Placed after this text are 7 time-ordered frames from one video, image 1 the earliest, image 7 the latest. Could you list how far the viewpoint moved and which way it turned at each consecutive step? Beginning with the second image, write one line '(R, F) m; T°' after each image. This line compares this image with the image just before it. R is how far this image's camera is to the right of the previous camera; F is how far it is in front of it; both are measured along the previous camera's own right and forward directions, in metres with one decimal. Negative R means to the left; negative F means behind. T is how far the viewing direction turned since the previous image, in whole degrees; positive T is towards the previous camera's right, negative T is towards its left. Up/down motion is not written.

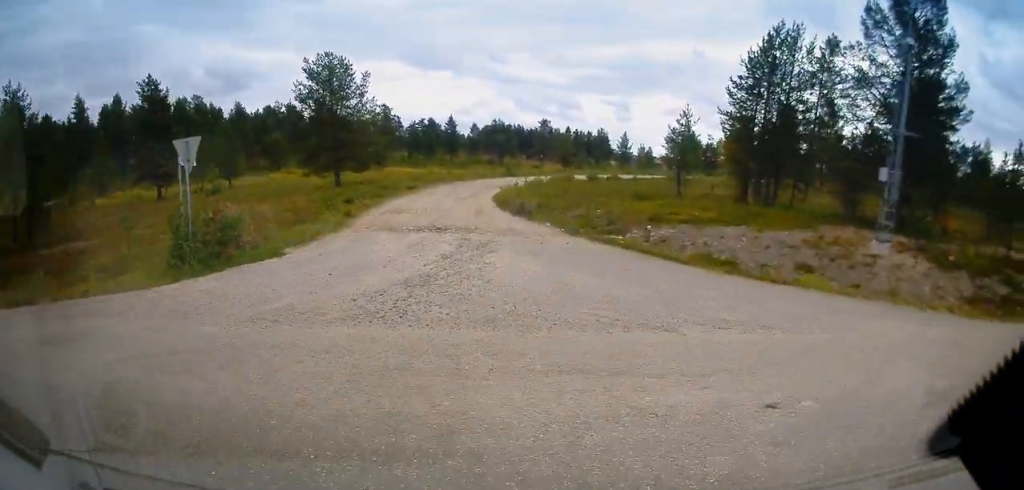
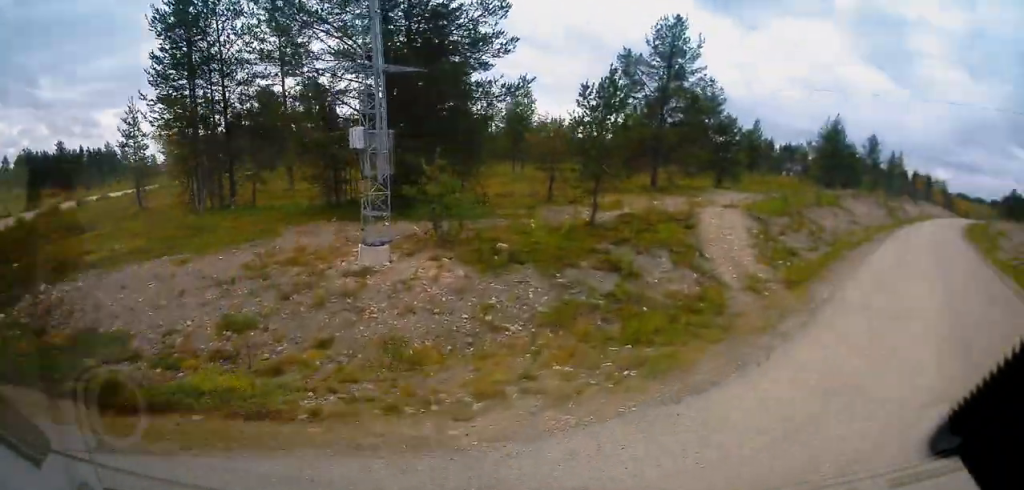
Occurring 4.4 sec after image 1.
(+5.5, +12.2) m; +33°
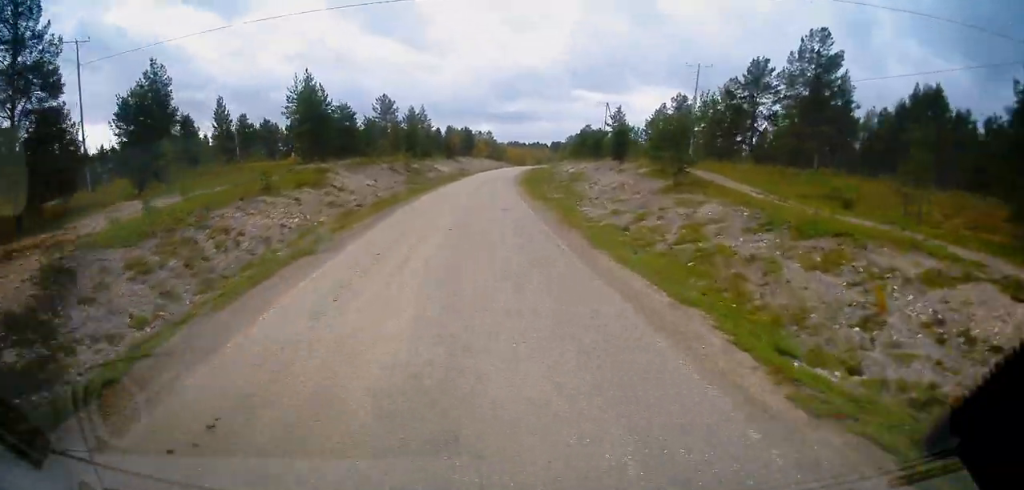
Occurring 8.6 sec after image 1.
(+2.2, +21.2) m; +6°
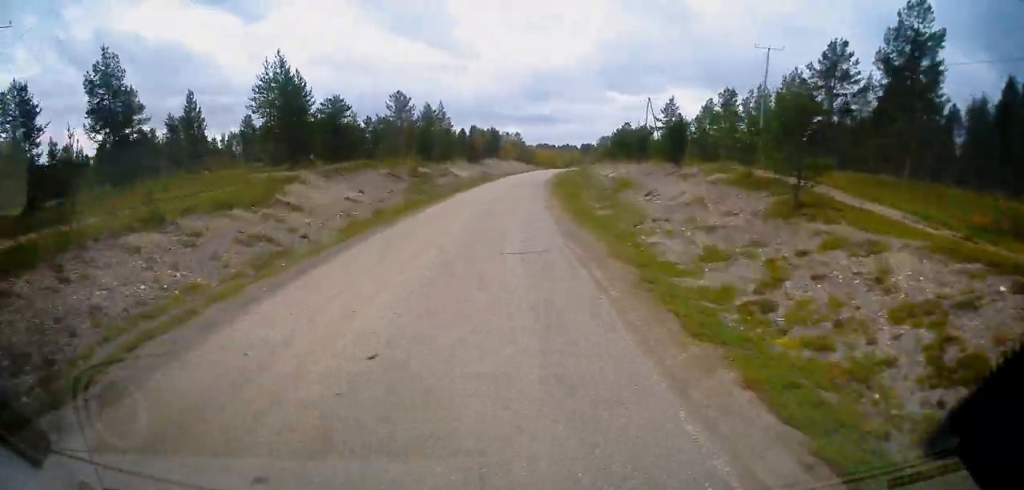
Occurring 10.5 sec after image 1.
(-0.1, +13.4) m; +1°
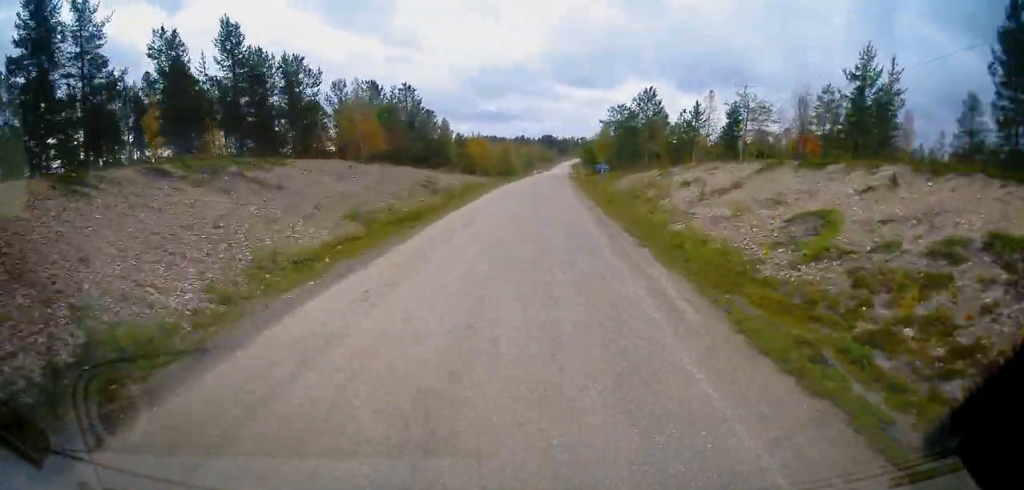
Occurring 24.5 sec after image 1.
(+7.6, +123.2) m; +6°
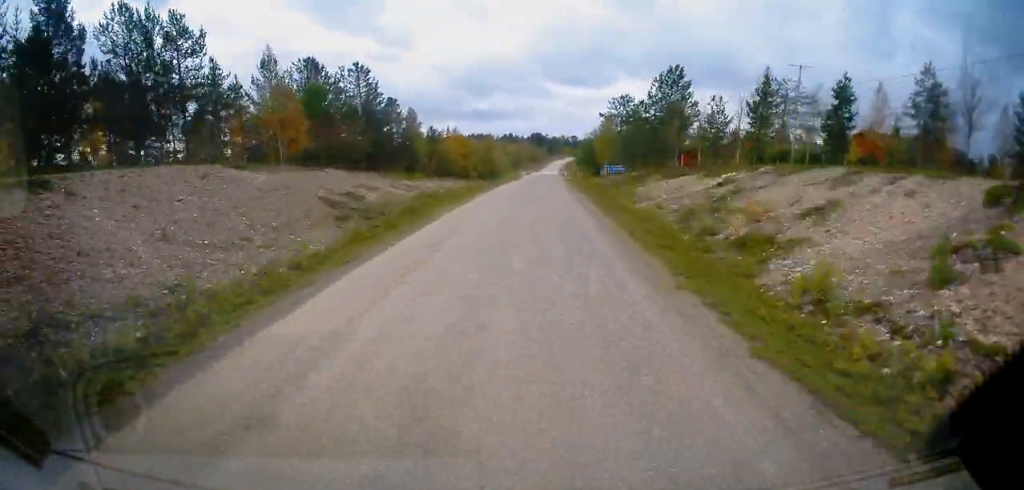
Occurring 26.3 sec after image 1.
(+0.1, +17.4) m; +1°
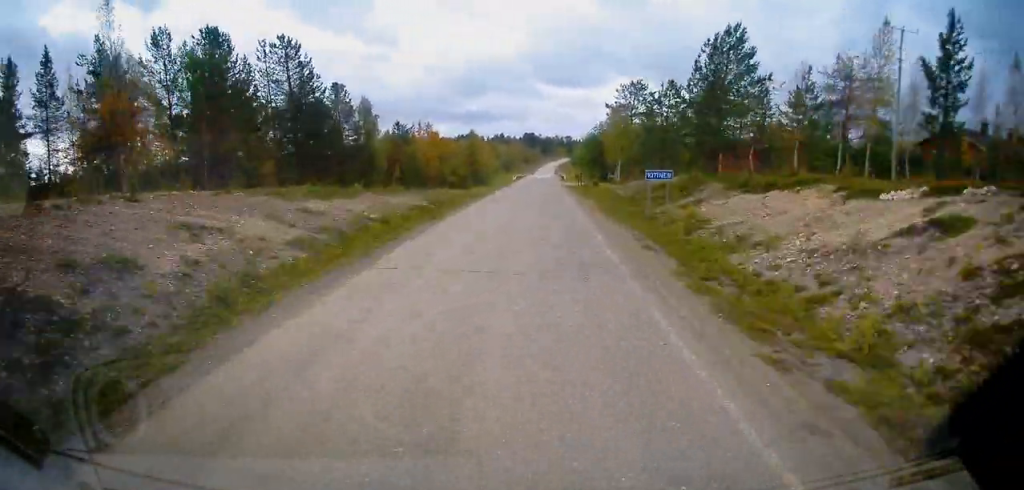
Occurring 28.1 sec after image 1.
(+0.1, +17.3) m; 0°
